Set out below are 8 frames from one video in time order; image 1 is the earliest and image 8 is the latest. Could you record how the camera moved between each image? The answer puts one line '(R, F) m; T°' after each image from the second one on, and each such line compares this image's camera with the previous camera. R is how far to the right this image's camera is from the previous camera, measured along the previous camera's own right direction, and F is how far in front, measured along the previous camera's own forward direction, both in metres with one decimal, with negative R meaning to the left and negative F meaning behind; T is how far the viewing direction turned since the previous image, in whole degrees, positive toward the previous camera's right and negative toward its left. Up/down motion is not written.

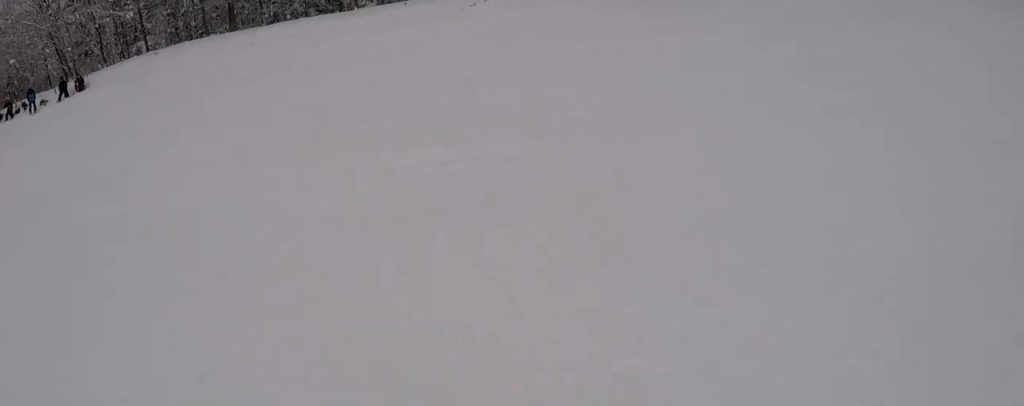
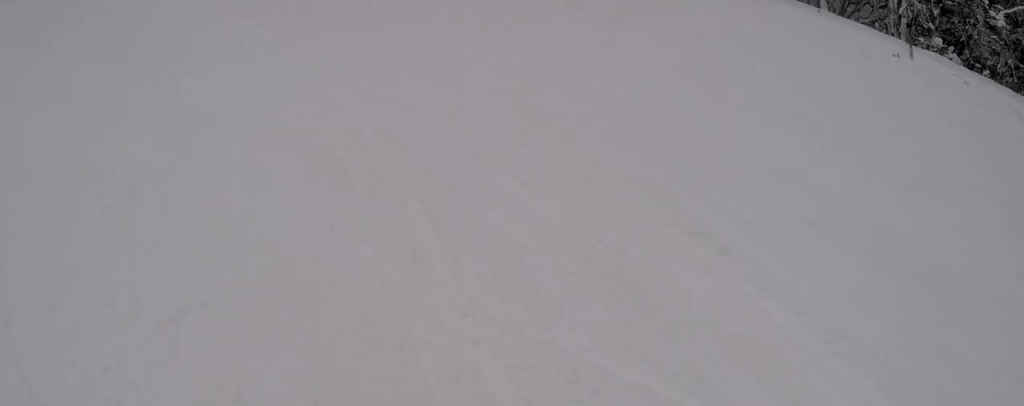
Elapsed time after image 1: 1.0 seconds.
(-0.7, +5.0) m; -20°
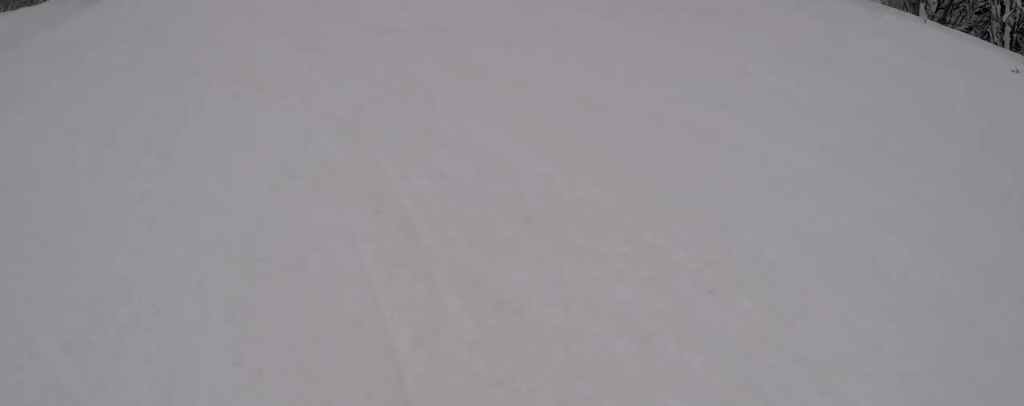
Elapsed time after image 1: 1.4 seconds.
(-0.5, +2.4) m; -4°
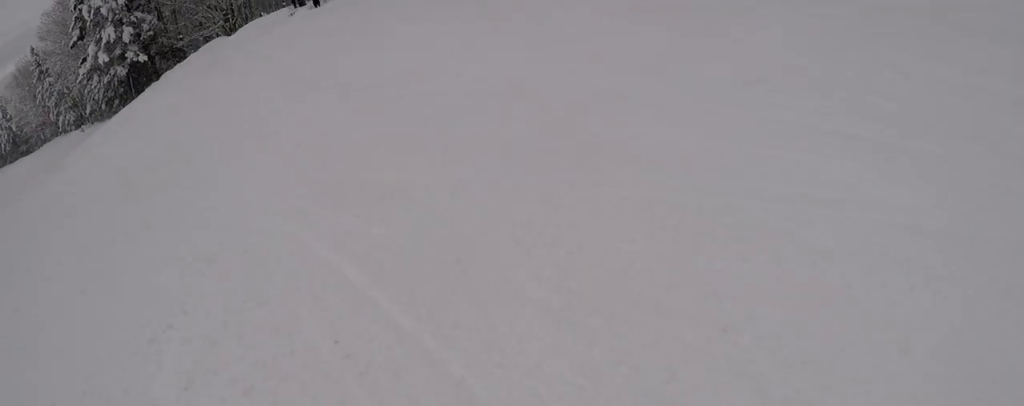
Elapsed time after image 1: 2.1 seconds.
(-0.4, +4.6) m; -3°
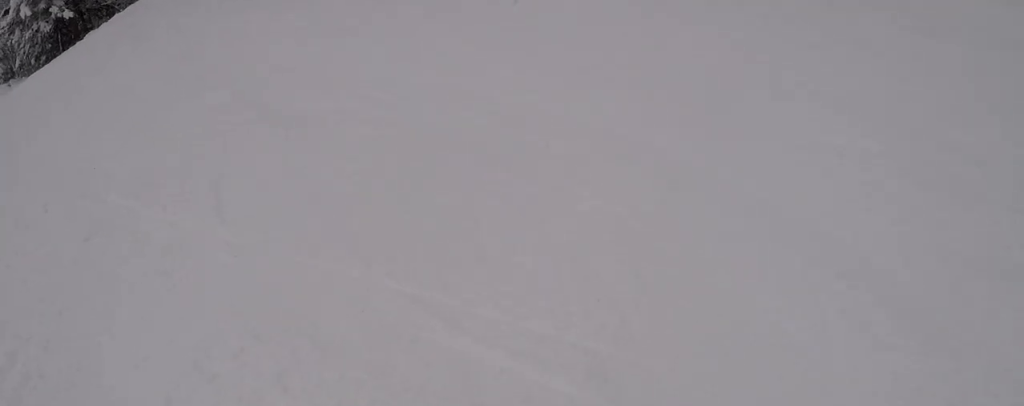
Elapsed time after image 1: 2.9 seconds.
(+0.2, +4.6) m; -1°
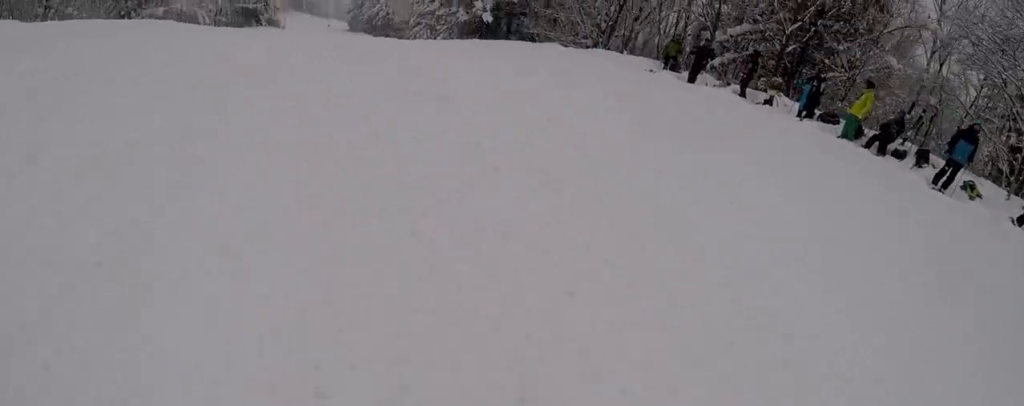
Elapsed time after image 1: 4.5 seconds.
(-3.2, +7.8) m; -37°
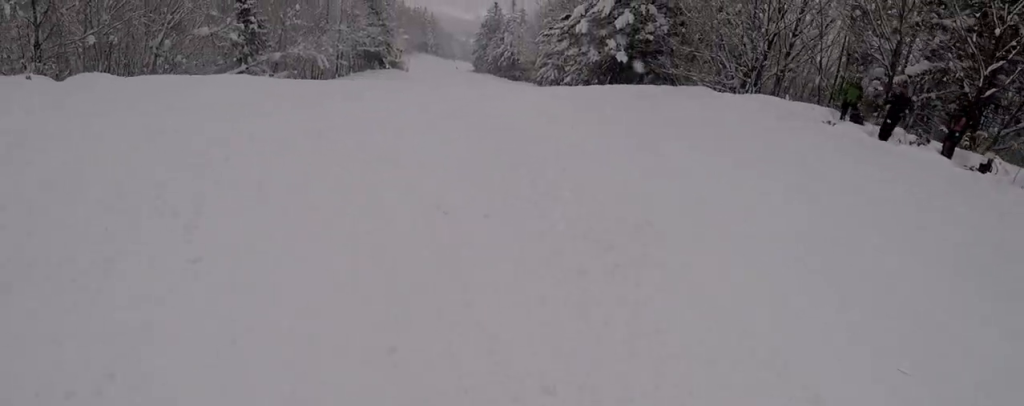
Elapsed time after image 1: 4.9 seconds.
(-0.6, +2.9) m; -4°
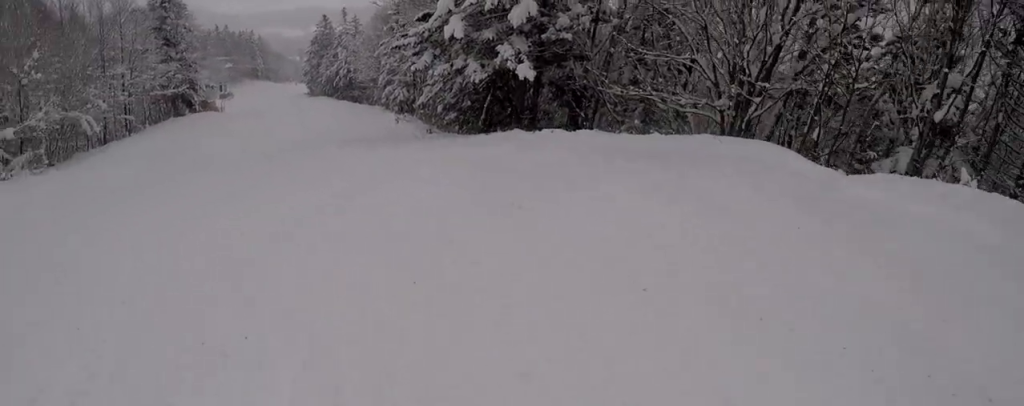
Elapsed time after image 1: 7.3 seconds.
(+3.1, +16.3) m; +5°
